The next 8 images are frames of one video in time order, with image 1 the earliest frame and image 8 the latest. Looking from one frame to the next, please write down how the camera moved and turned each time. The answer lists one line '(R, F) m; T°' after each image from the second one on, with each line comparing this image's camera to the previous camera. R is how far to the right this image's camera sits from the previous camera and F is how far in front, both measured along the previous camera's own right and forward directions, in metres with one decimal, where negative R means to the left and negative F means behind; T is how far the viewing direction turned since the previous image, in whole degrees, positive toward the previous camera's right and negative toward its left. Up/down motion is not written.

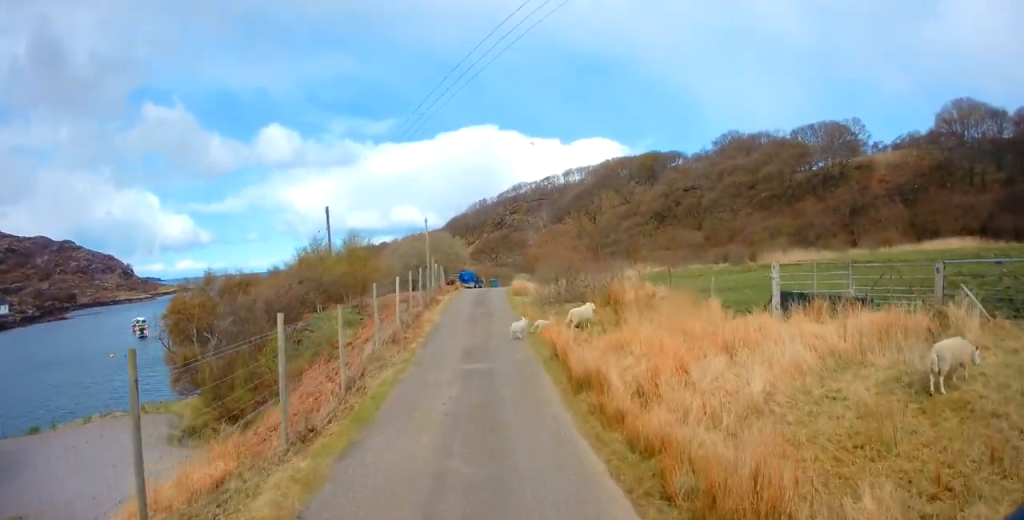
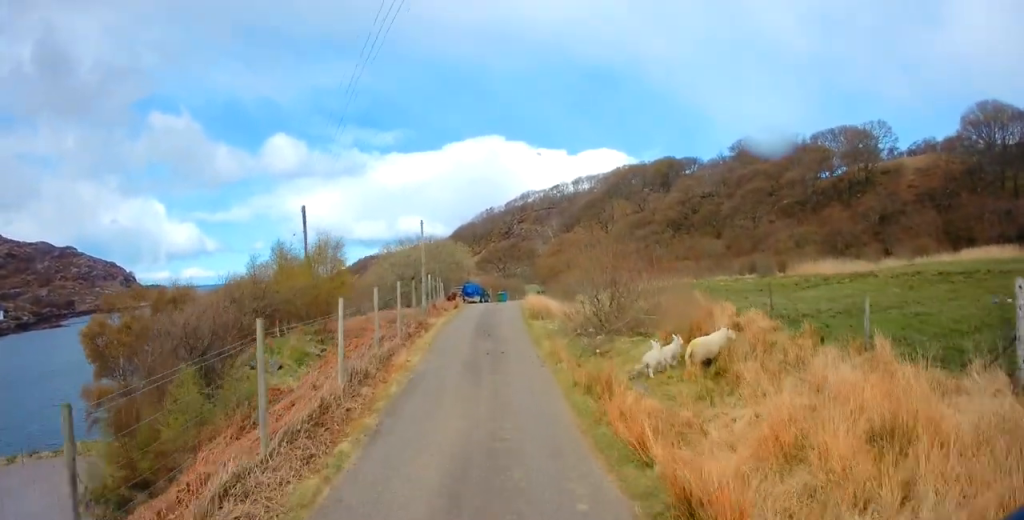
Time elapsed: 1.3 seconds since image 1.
(-0.2, +7.0) m; 0°
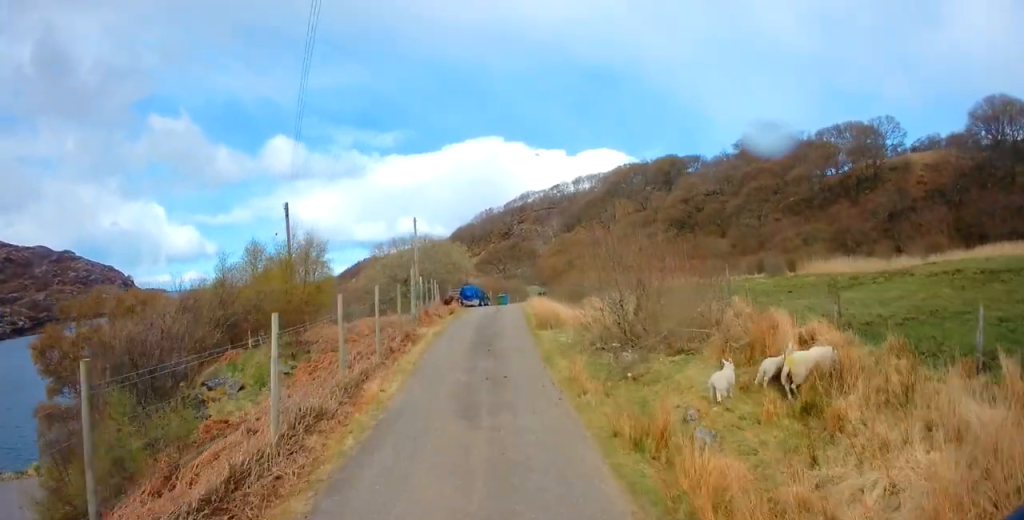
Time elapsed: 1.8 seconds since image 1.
(+0.1, +2.8) m; 0°
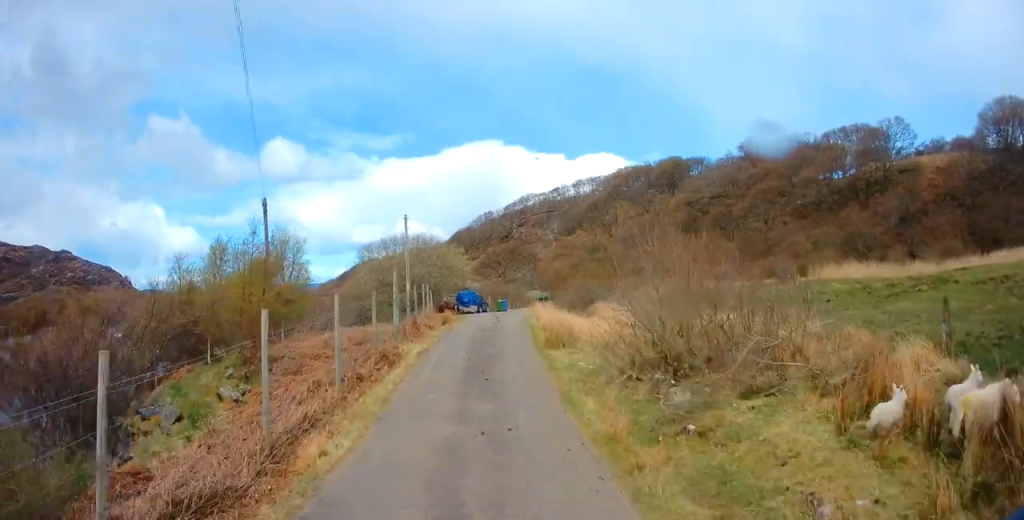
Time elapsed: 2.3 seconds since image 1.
(-0.1, +2.8) m; 0°
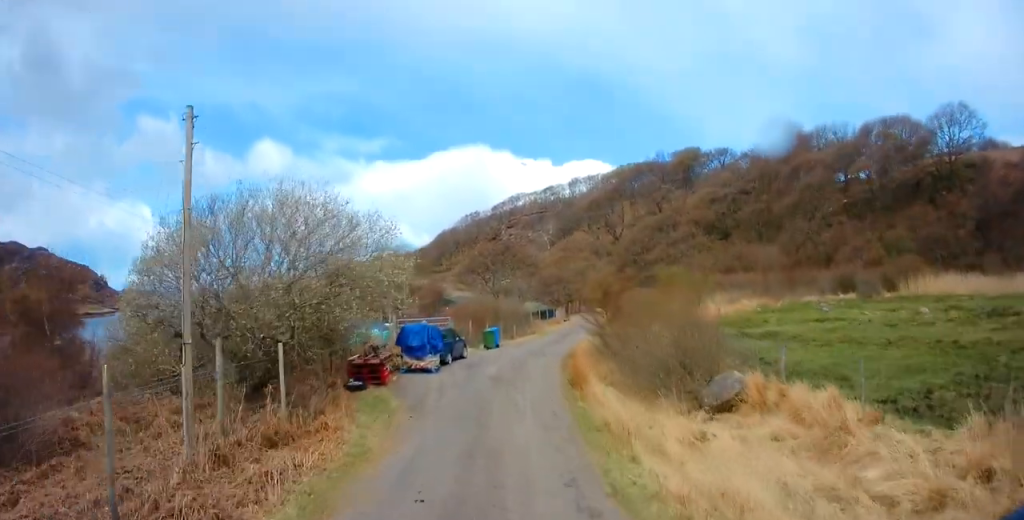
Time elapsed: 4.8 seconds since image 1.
(-0.1, +17.8) m; 0°
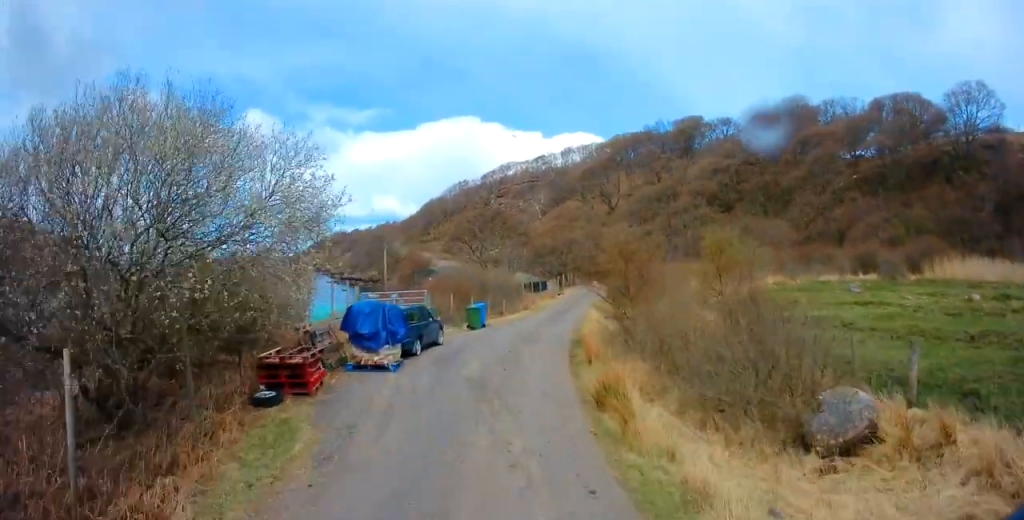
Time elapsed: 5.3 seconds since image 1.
(0.0, +5.1) m; 0°
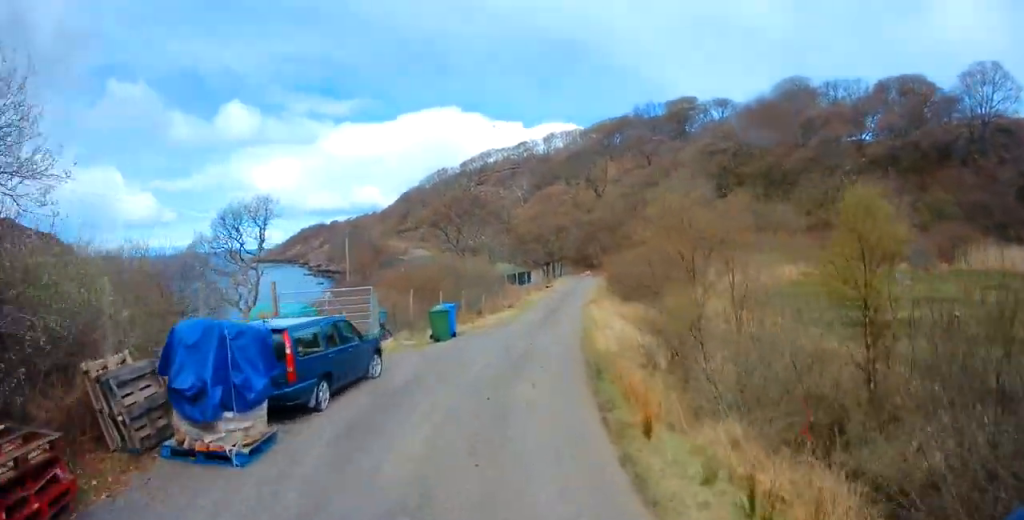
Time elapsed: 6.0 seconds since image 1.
(+0.1, +7.7) m; +1°
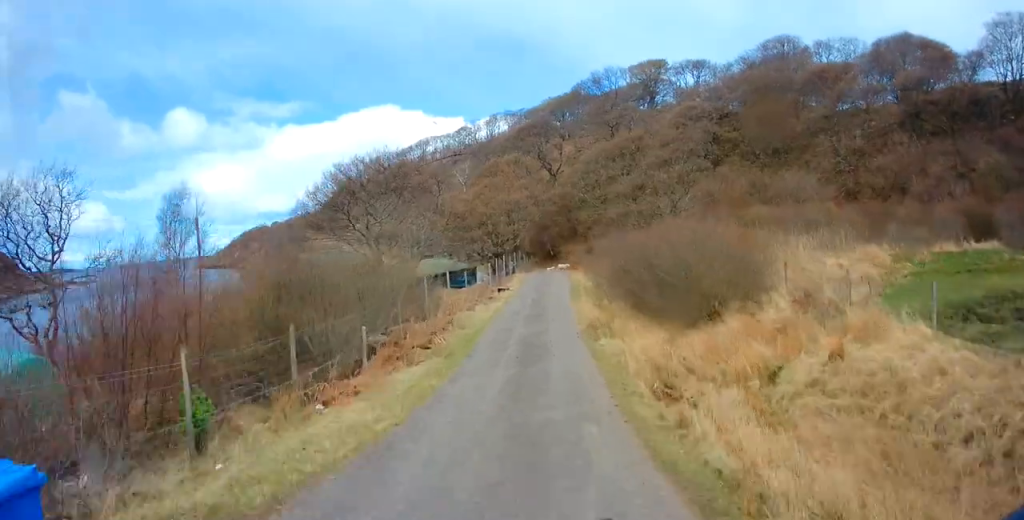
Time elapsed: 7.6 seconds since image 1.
(+0.8, +16.8) m; +6°
